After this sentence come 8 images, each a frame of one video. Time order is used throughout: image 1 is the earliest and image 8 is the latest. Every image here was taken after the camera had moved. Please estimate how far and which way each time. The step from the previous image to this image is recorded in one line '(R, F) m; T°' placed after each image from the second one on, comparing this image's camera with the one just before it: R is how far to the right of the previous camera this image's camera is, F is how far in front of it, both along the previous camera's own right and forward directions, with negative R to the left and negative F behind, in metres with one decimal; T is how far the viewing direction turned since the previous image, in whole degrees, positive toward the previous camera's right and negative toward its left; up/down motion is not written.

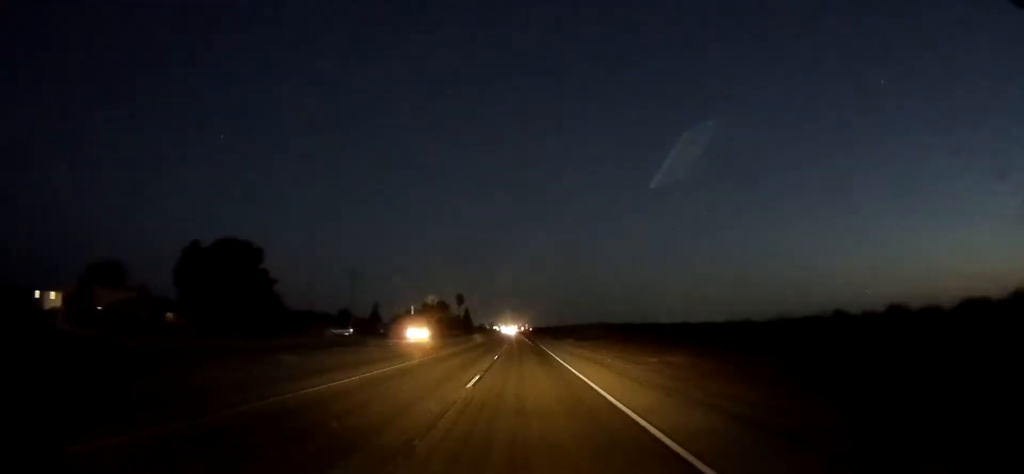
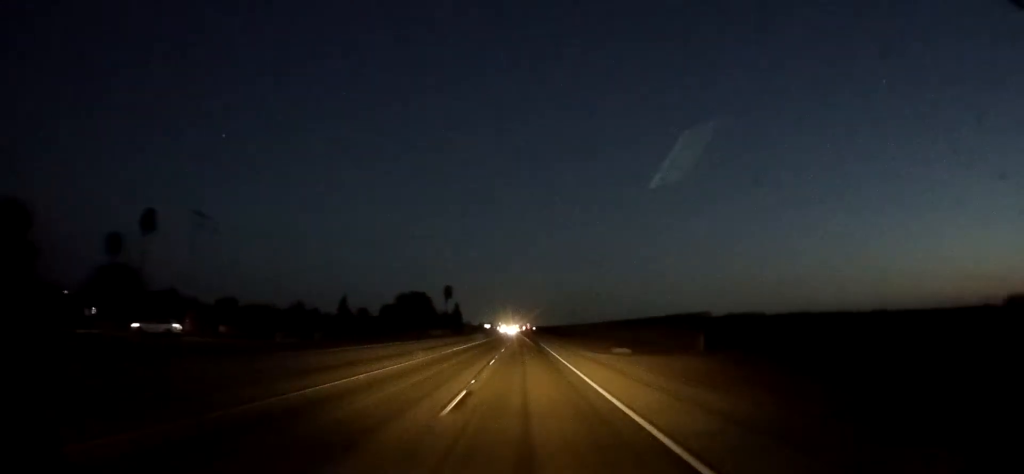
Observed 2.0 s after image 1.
(-0.5, +49.1) m; +1°
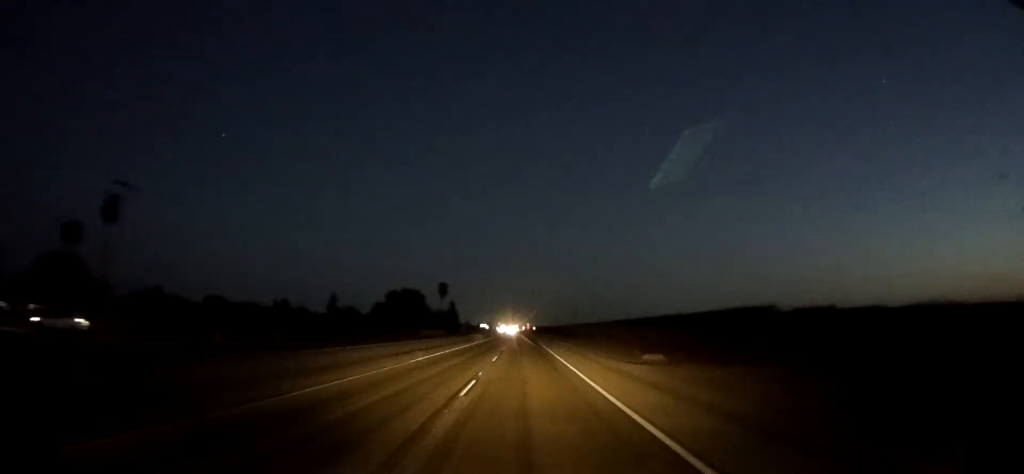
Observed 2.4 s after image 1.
(+0.3, +11.7) m; 0°
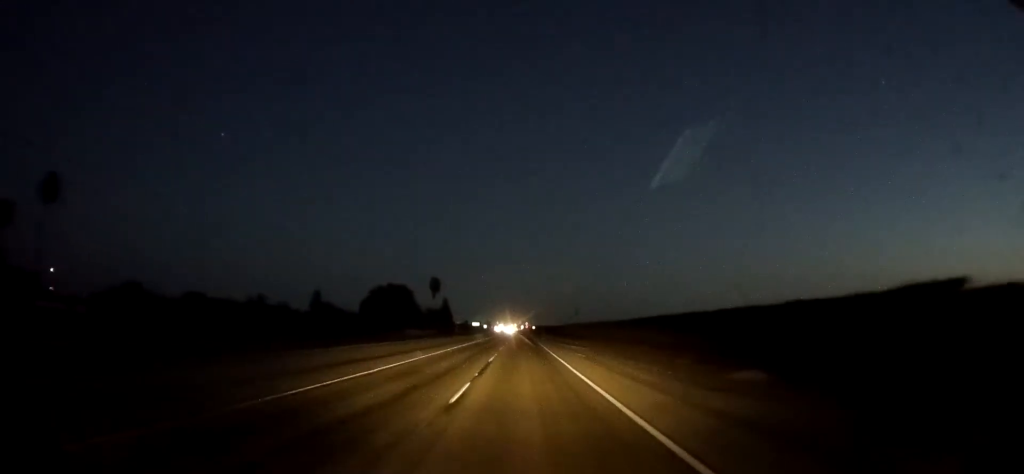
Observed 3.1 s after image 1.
(-0.1, +15.8) m; -1°
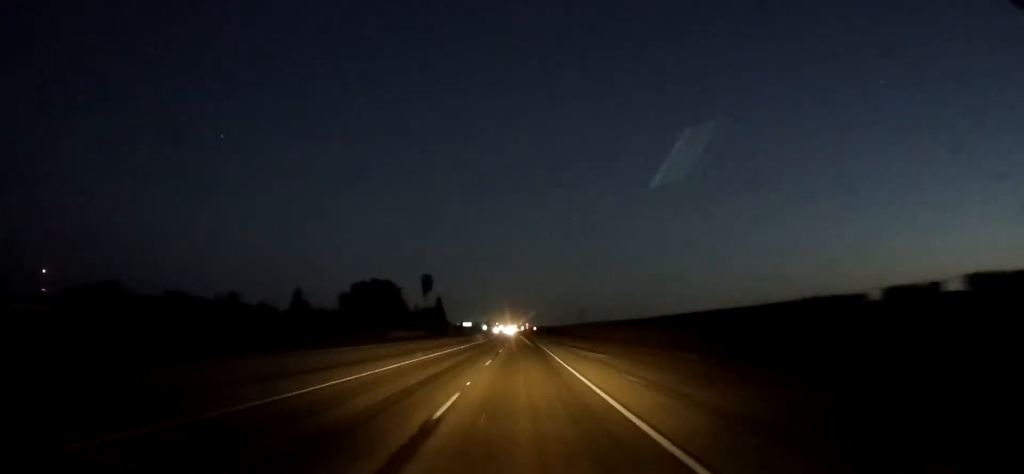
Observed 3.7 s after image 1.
(-0.3, +16.7) m; -1°
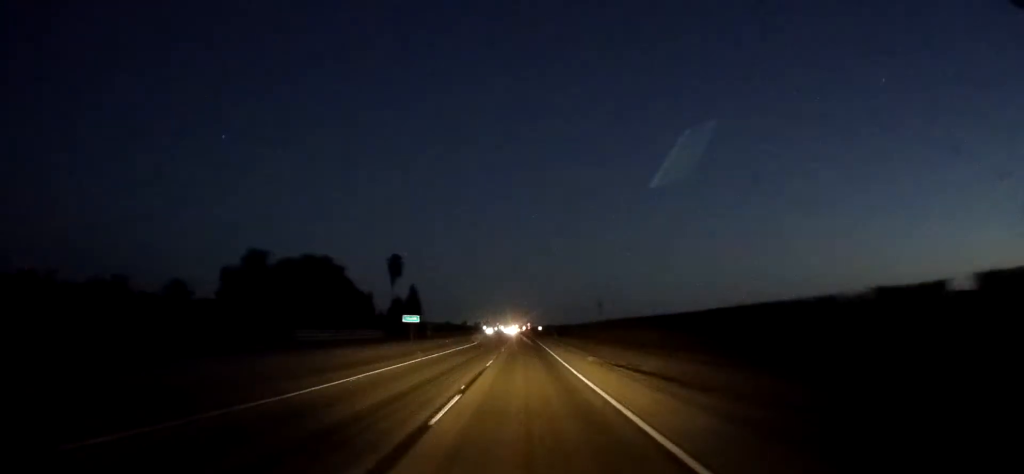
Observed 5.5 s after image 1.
(+1.1, +44.1) m; +1°
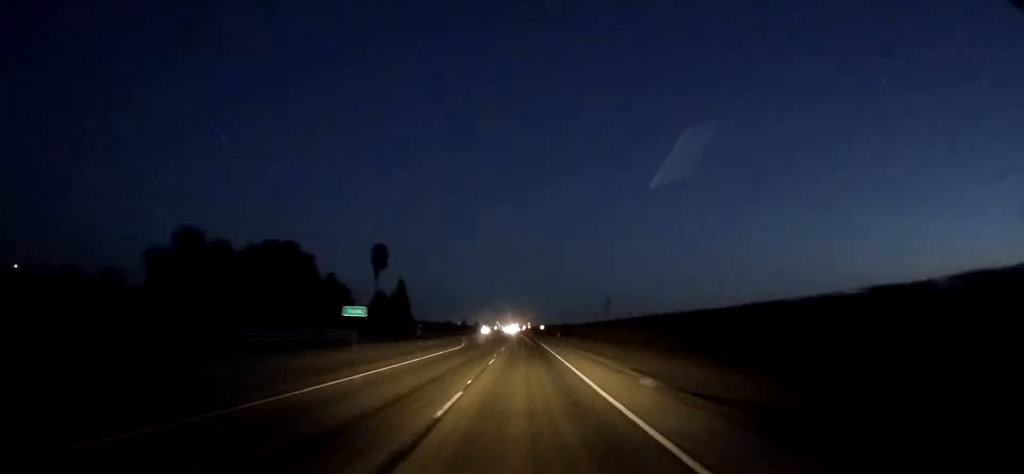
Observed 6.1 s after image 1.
(-0.2, +14.2) m; -1°
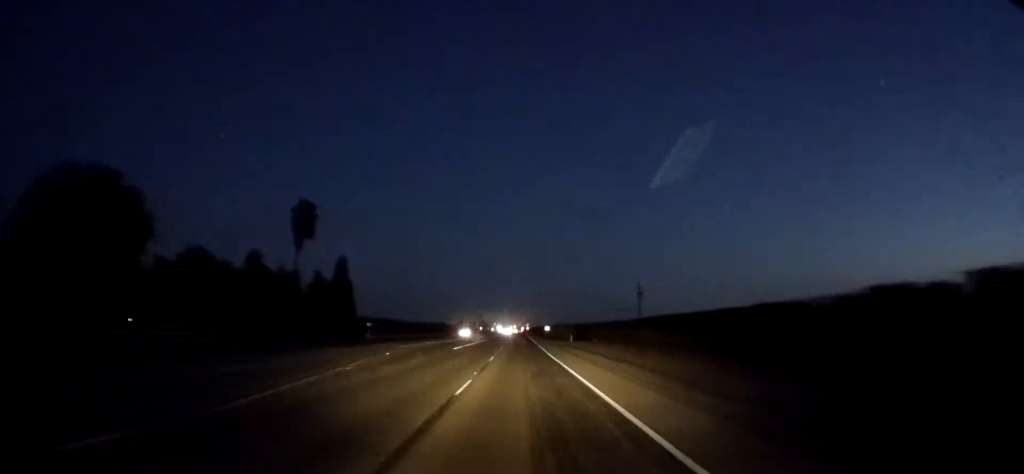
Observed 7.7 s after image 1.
(-0.7, +40.0) m; +1°
